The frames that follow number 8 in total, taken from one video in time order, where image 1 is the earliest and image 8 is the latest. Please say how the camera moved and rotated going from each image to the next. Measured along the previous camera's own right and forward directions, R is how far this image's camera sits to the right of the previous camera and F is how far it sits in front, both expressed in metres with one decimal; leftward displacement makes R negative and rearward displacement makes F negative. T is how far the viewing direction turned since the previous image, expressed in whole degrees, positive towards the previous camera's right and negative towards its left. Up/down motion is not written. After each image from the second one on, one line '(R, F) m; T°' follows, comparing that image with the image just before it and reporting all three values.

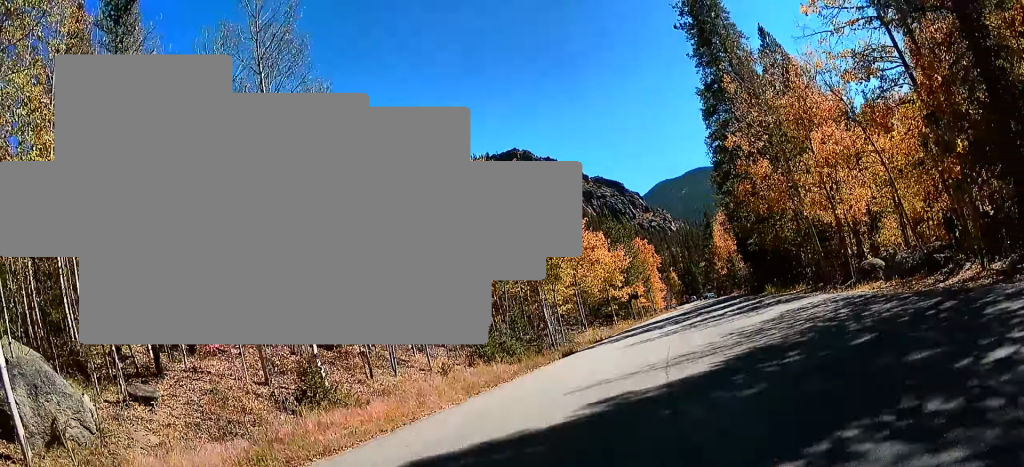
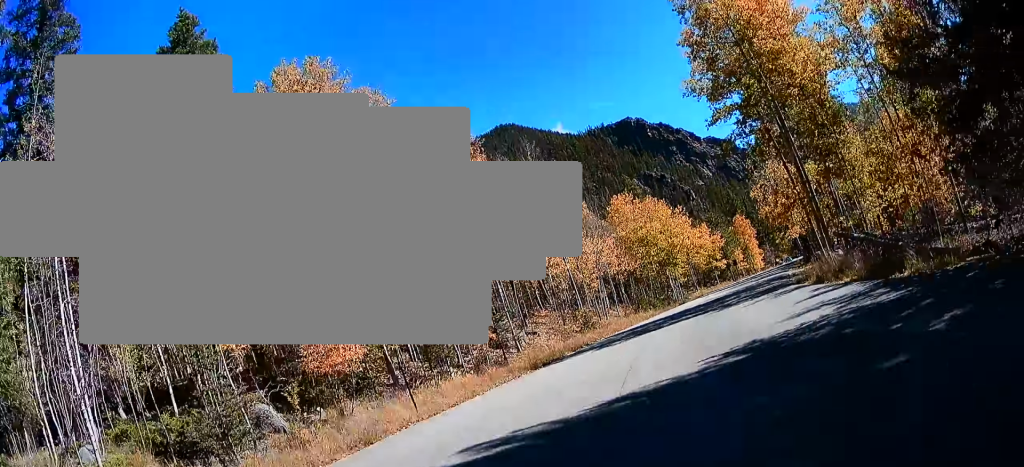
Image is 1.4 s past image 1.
(-0.9, +13.4) m; -10°
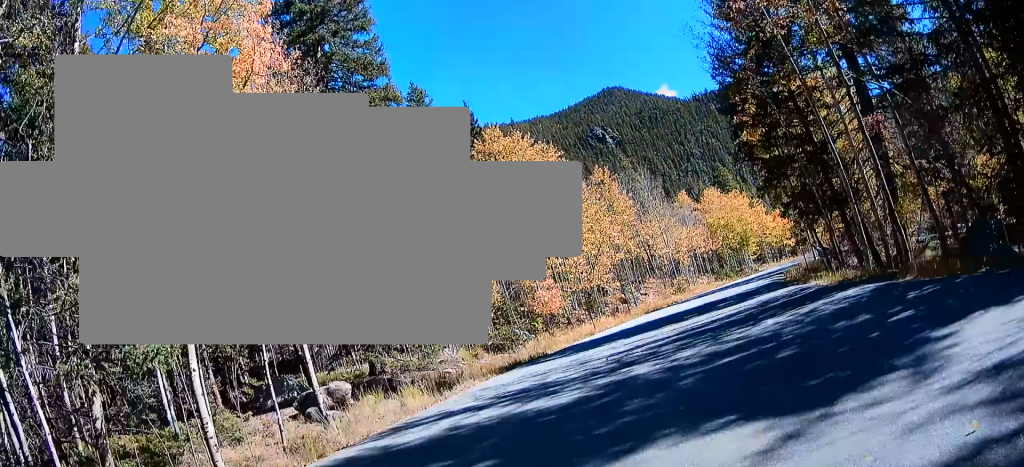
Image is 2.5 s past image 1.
(-1.2, +11.4) m; -12°
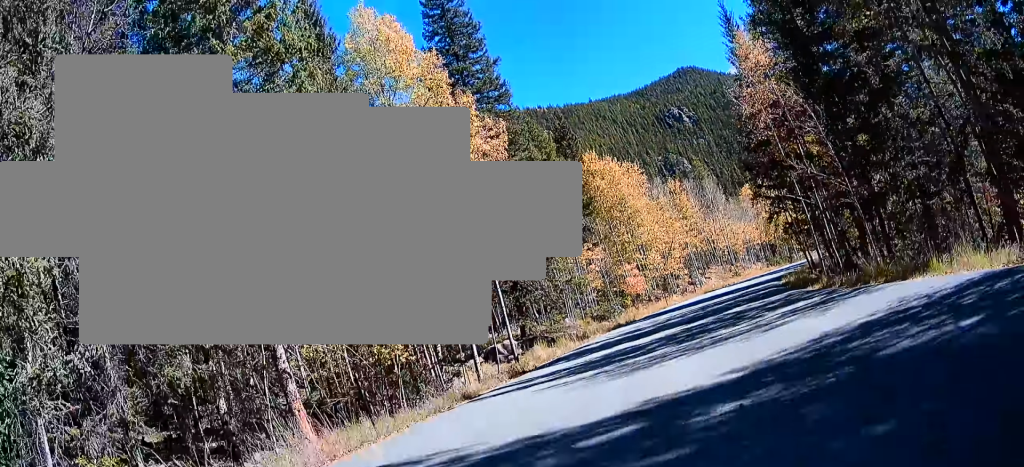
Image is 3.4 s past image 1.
(-0.7, +9.2) m; -10°
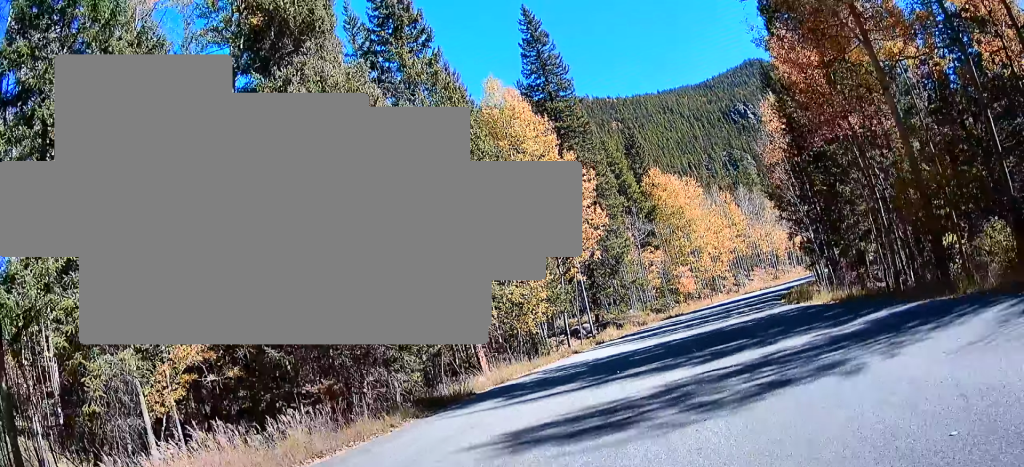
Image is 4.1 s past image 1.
(-0.7, +7.7) m; -7°
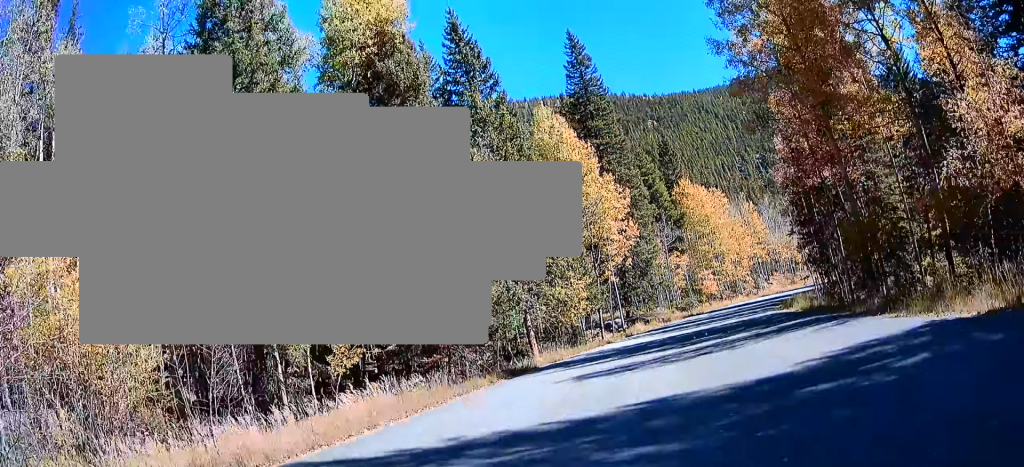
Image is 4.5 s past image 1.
(-0.1, +4.1) m; -3°
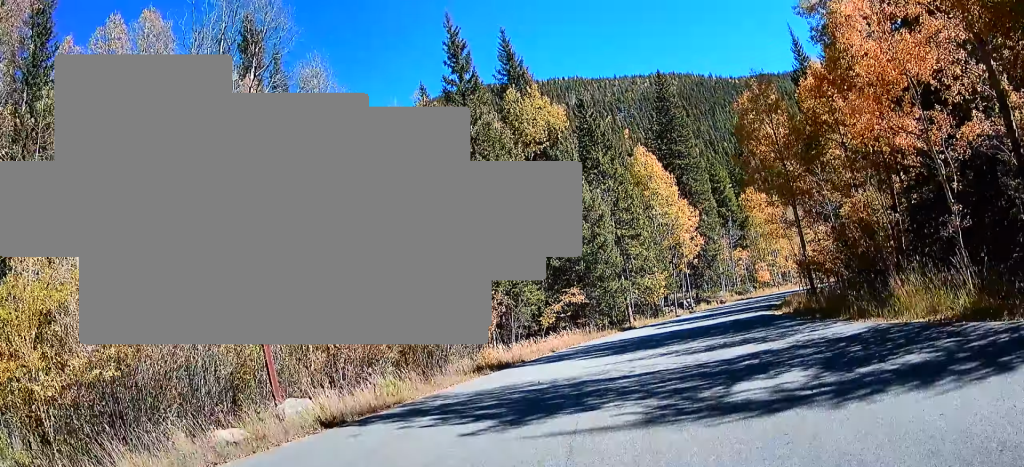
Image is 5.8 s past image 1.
(-0.9, +11.1) m; -7°
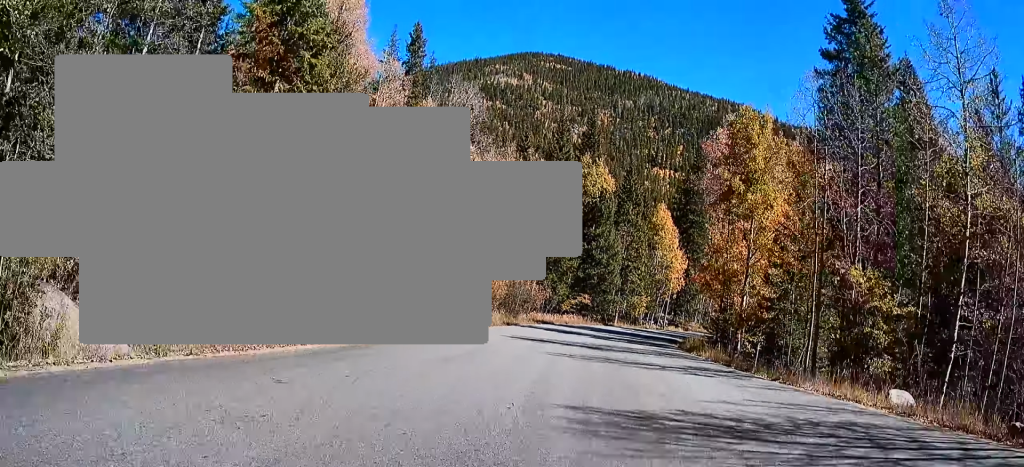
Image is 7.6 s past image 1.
(-0.6, +11.6) m; -5°
